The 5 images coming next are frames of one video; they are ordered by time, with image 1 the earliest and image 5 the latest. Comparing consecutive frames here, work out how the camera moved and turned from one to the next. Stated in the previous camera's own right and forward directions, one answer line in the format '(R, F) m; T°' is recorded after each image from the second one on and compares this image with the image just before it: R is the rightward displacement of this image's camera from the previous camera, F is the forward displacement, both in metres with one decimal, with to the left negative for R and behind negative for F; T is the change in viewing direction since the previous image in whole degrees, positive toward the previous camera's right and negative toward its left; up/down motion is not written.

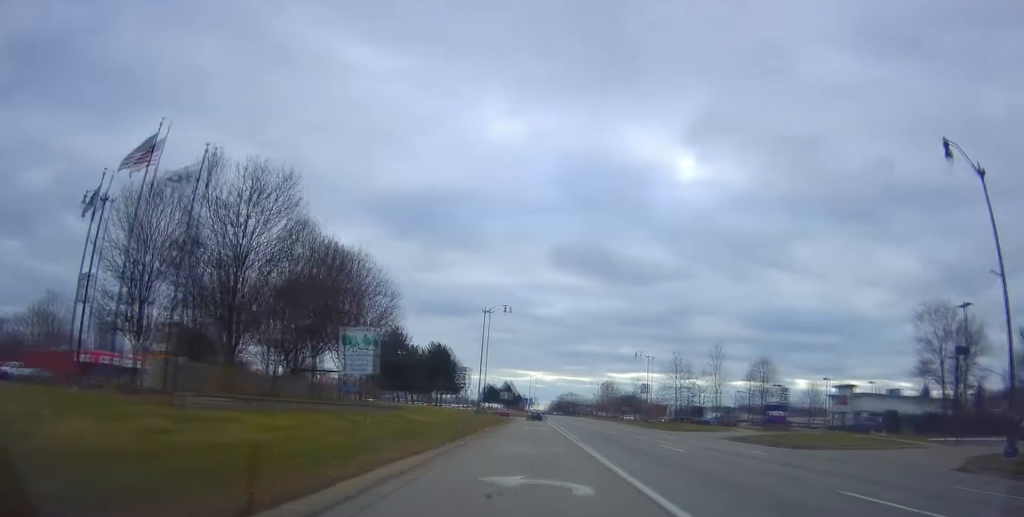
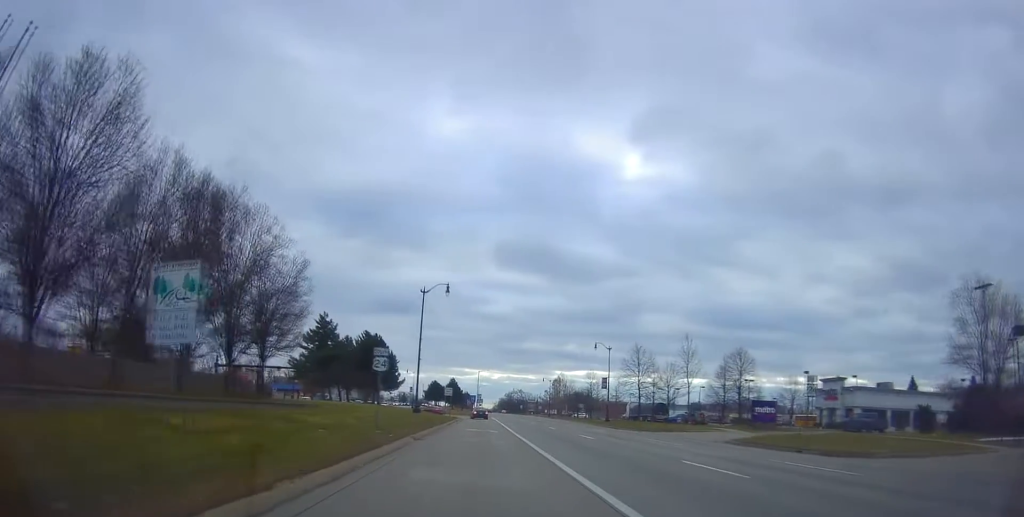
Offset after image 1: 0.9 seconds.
(+0.6, +9.2) m; +4°
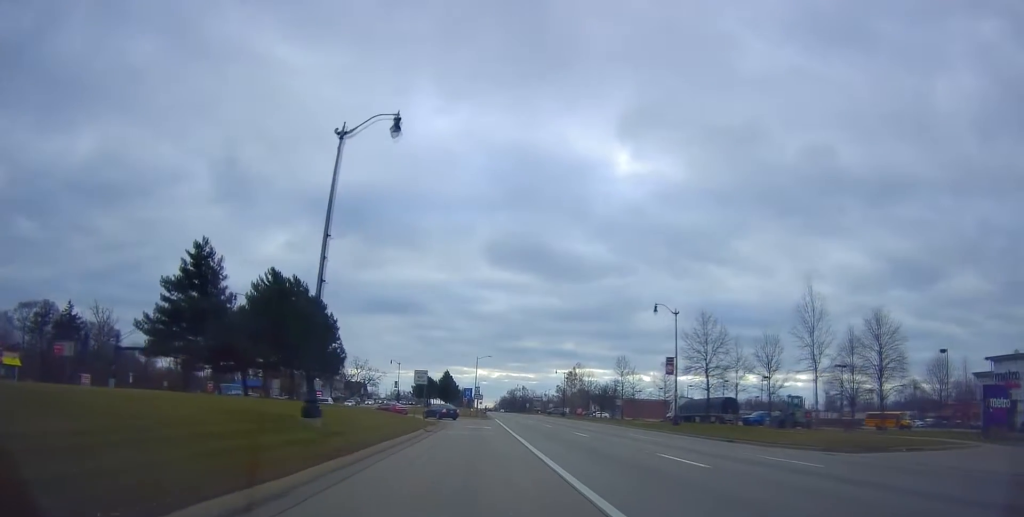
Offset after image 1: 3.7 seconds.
(+2.2, +29.1) m; +1°
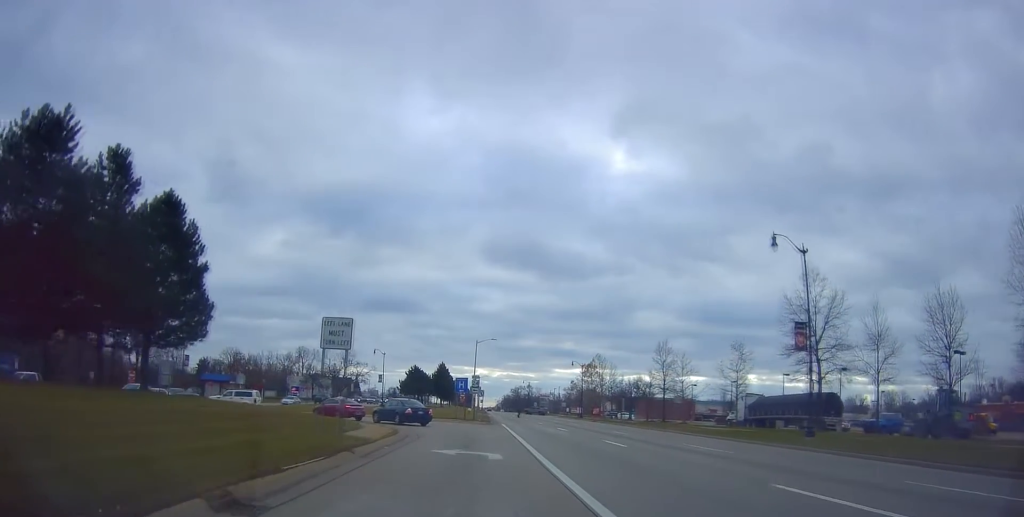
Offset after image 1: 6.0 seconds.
(-1.4, +22.1) m; 0°
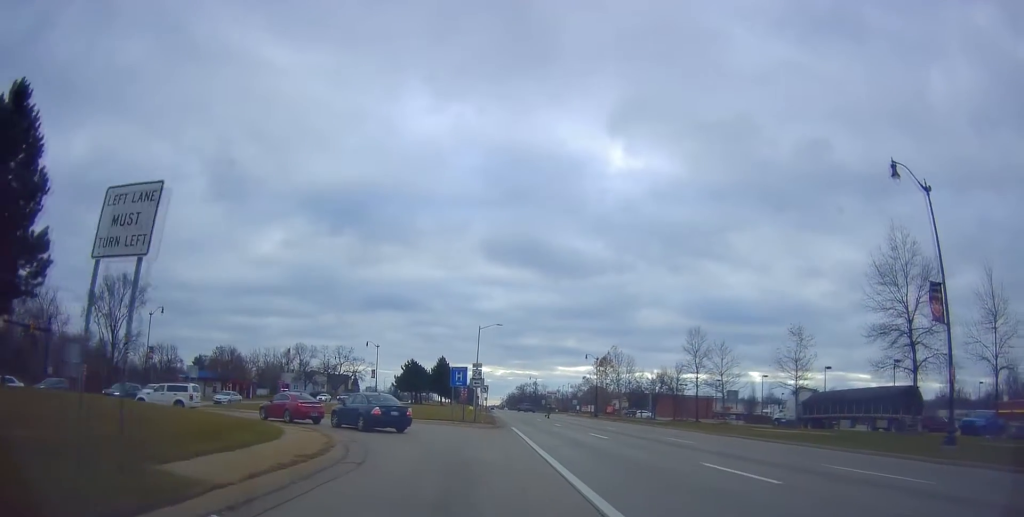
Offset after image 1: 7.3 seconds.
(+0.2, +10.6) m; +1°
